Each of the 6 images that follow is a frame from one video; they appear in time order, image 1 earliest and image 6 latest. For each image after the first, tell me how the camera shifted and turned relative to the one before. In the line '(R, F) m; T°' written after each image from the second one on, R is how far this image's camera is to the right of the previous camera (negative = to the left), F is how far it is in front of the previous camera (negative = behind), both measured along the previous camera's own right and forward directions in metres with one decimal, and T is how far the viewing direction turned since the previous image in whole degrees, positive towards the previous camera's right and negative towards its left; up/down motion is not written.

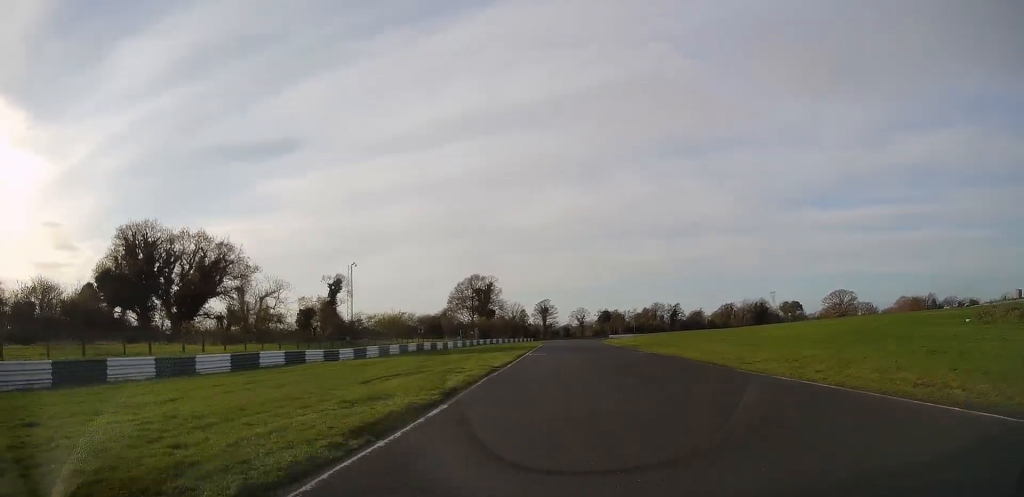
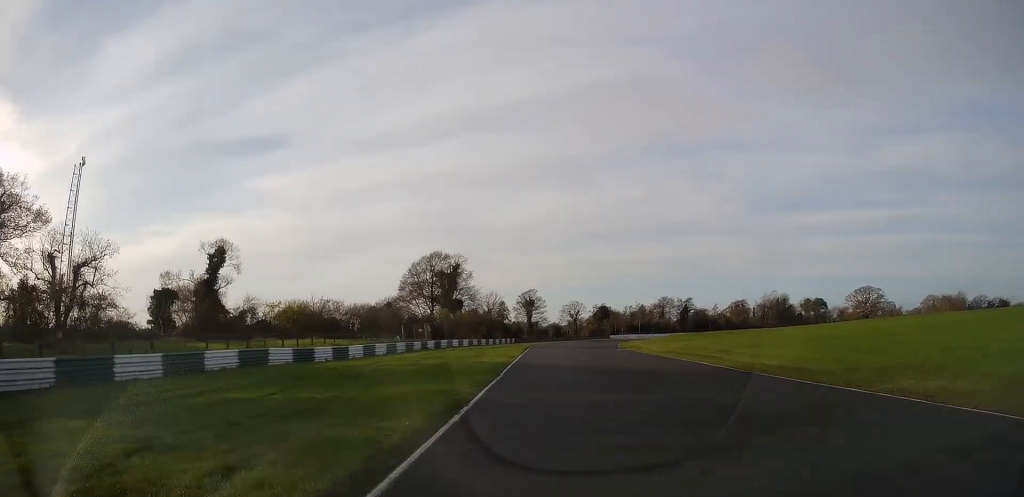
(-0.1, +38.6) m; +1°
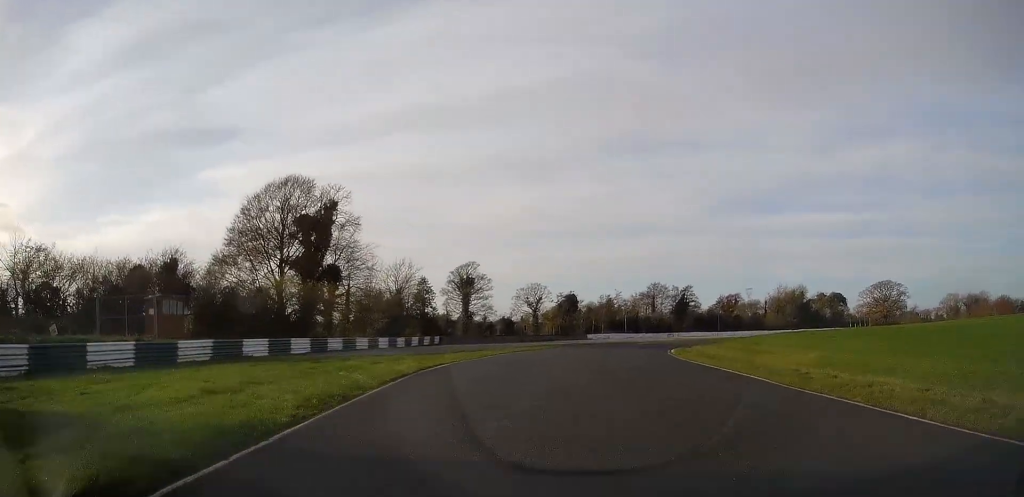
(+1.6, +51.1) m; +5°
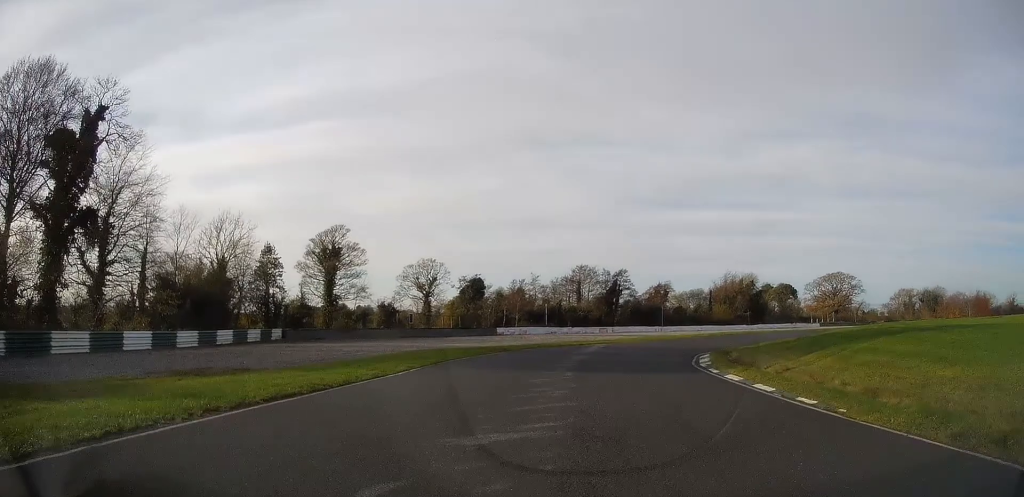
(+1.4, +27.8) m; +9°
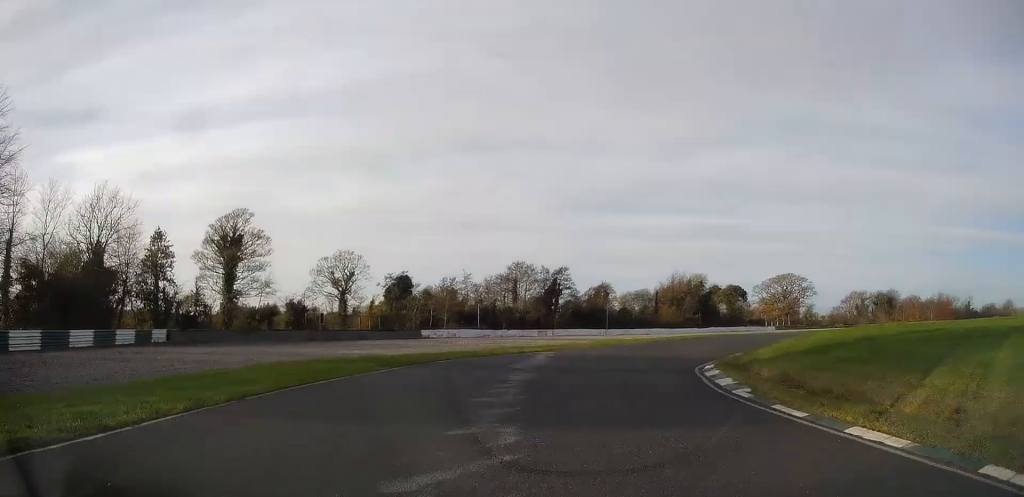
(0.0, +10.2) m; +6°
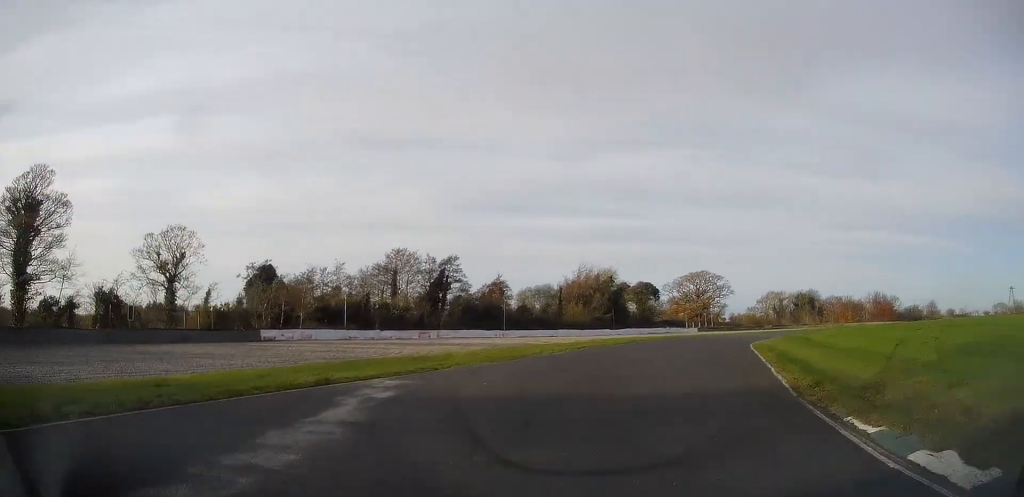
(+2.0, +16.5) m; +11°
